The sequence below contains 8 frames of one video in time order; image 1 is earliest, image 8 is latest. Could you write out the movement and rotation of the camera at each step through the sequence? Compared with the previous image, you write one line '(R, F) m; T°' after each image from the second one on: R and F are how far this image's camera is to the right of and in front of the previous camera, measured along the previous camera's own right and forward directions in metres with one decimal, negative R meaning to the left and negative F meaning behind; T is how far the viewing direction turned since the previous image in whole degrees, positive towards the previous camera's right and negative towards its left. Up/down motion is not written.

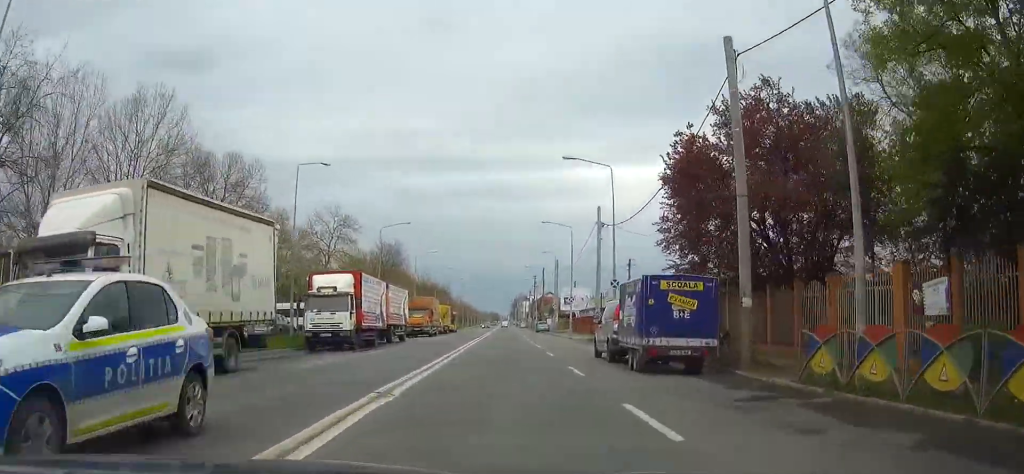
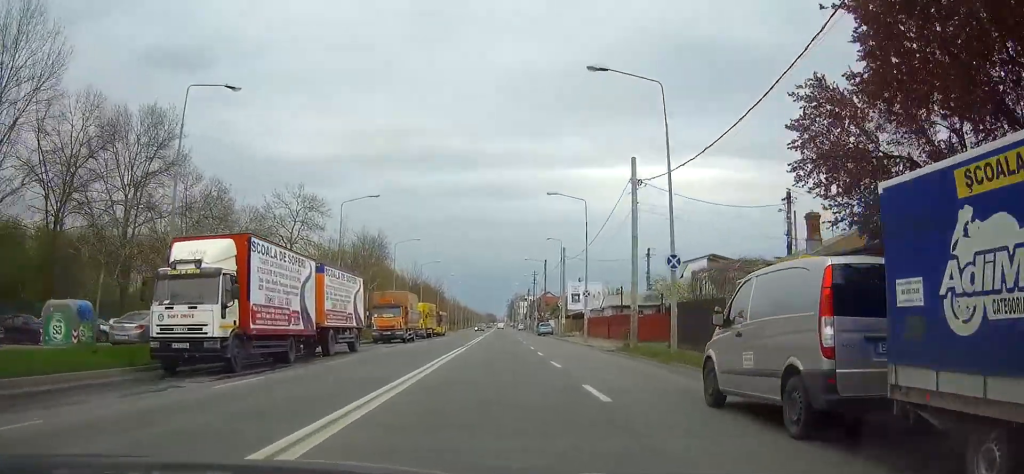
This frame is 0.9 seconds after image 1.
(+0.1, +14.3) m; 0°
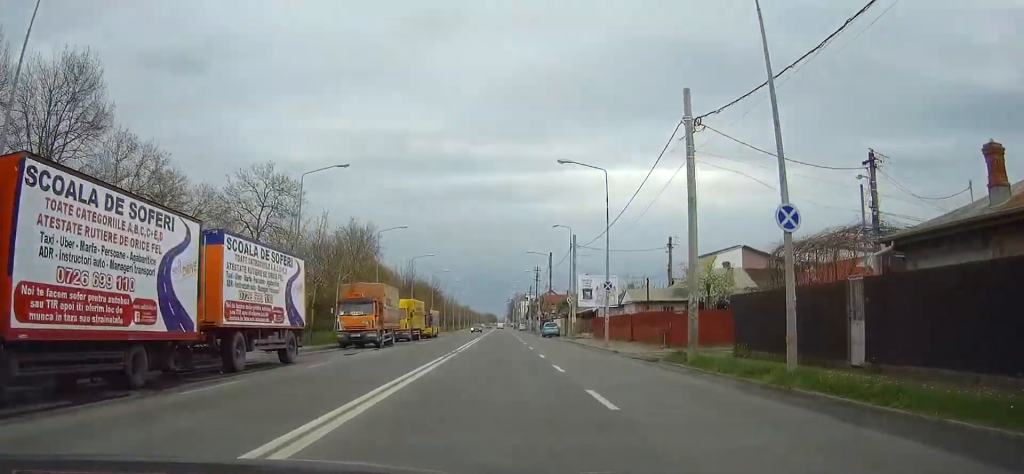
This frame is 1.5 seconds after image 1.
(0.0, +10.2) m; 0°
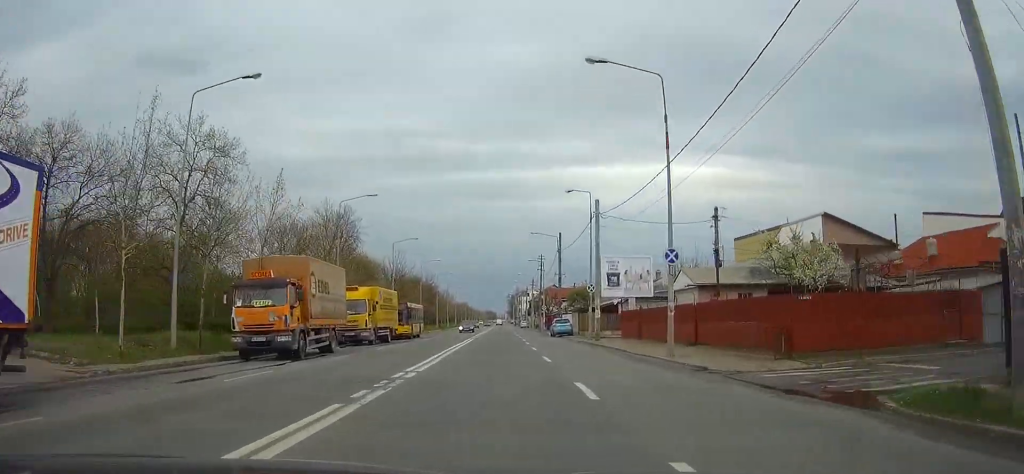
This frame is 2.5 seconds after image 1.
(+0.1, +15.3) m; 0°
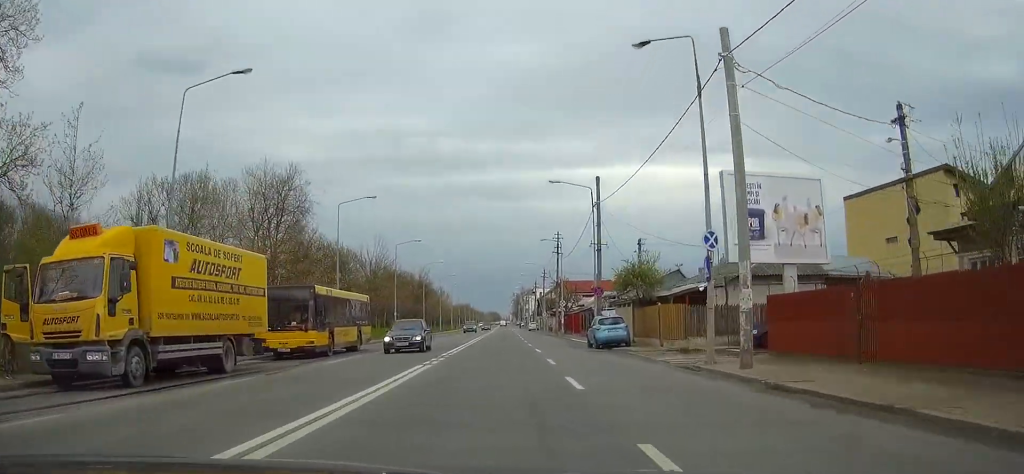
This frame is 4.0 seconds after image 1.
(-0.1, +26.1) m; -1°
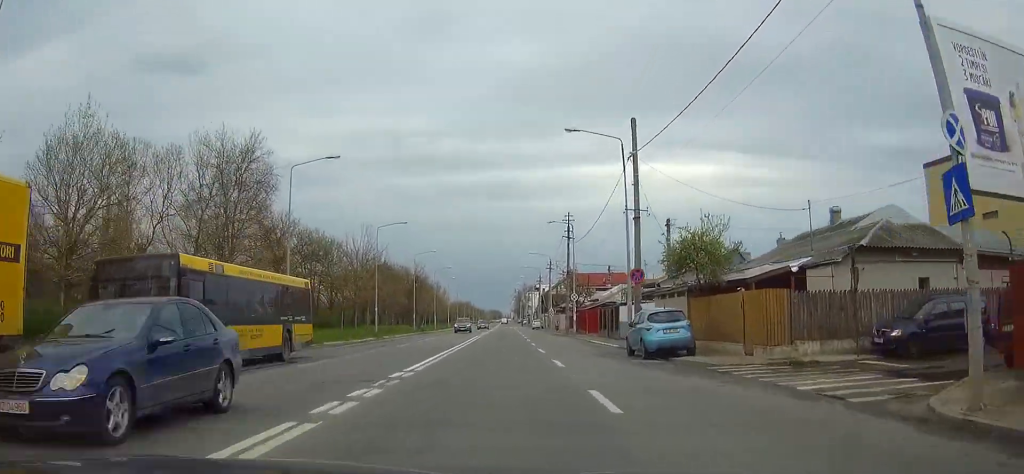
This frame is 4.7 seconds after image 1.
(0.0, +11.8) m; 0°
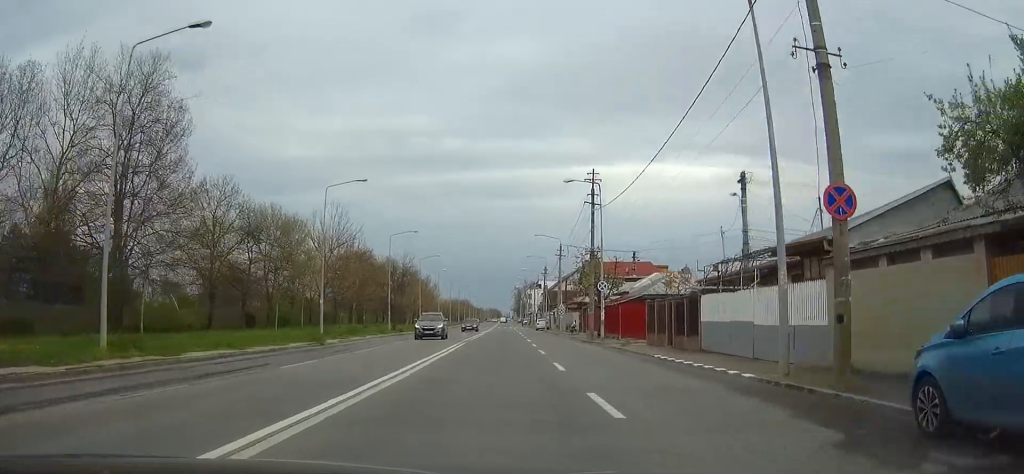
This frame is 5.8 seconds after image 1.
(0.0, +18.6) m; 0°
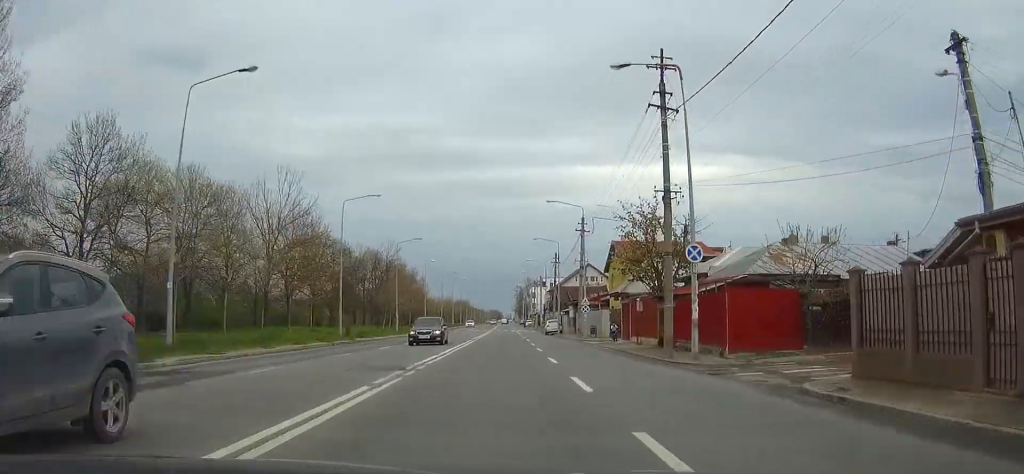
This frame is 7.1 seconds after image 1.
(0.0, +21.5) m; 0°
